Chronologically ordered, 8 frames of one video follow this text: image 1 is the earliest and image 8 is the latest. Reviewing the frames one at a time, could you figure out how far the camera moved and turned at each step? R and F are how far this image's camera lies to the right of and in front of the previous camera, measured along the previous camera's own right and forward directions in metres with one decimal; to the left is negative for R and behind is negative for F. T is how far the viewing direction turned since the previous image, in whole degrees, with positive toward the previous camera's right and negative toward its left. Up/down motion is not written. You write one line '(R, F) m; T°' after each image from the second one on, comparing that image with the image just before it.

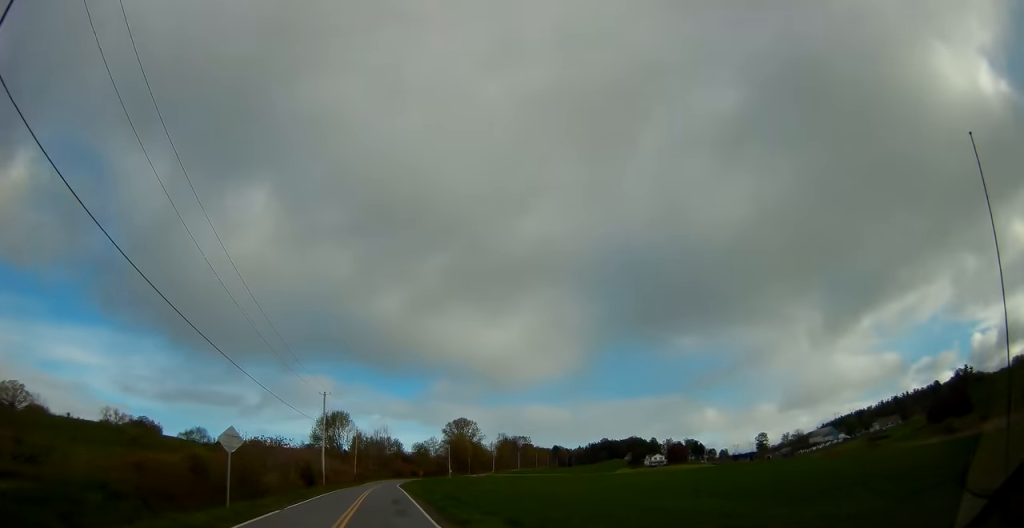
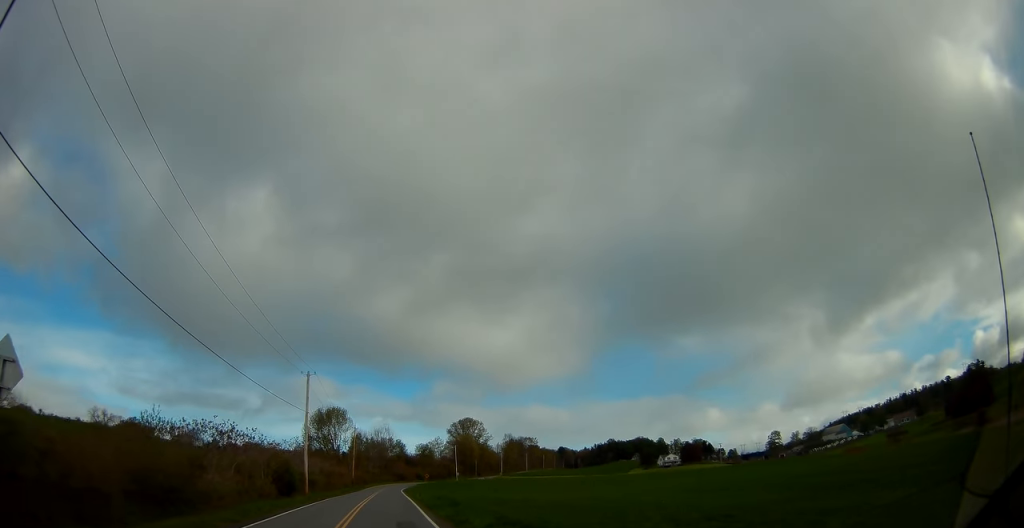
(+0.1, +13.7) m; 0°
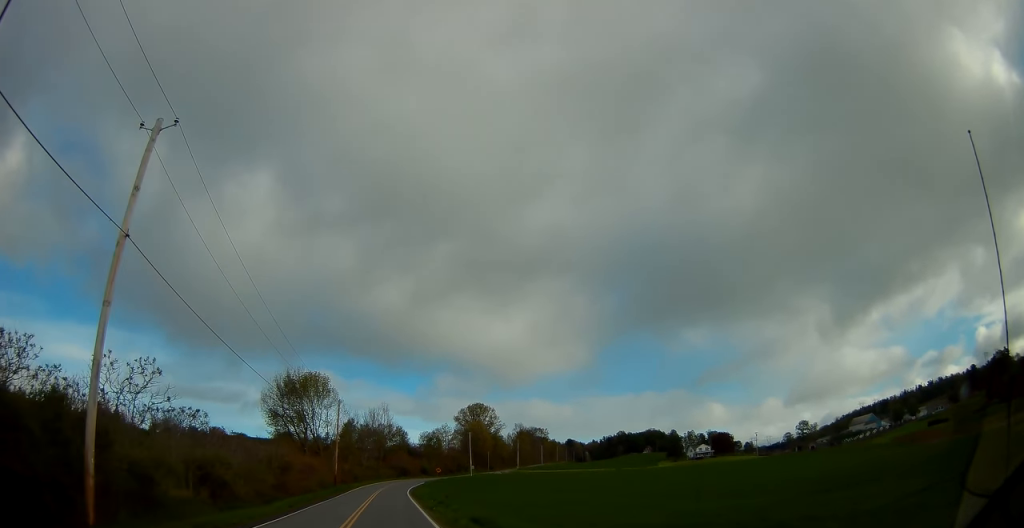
(-0.1, +34.0) m; 0°
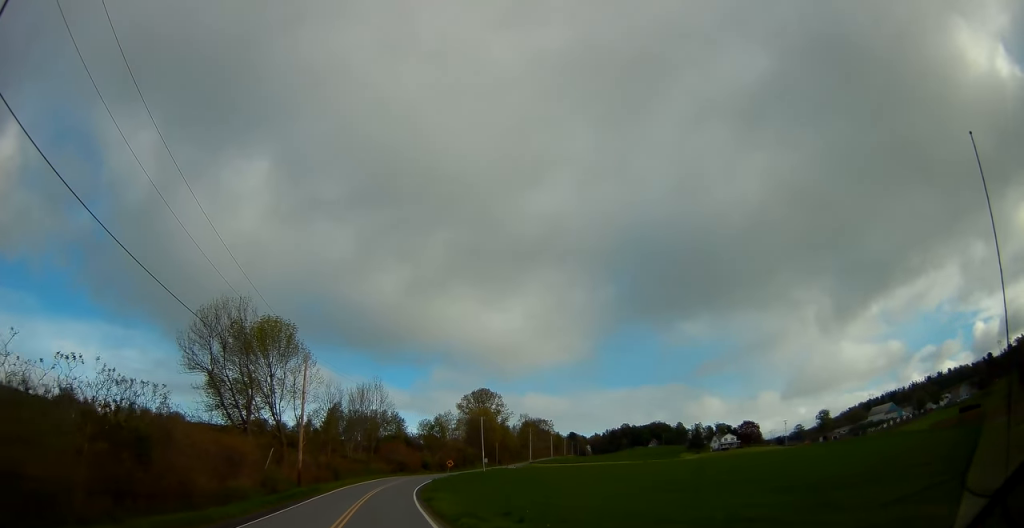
(+0.1, +27.0) m; 0°
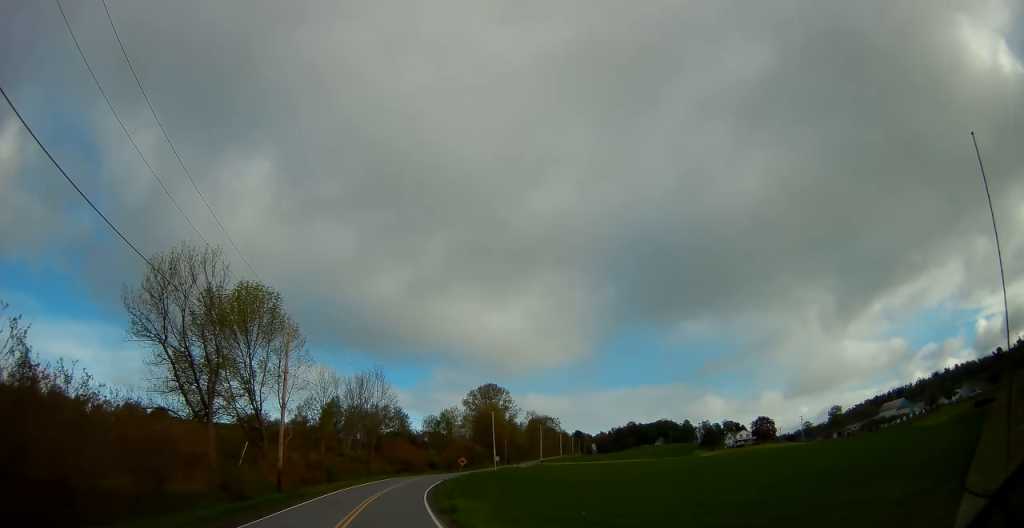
(0.0, +9.9) m; 0°
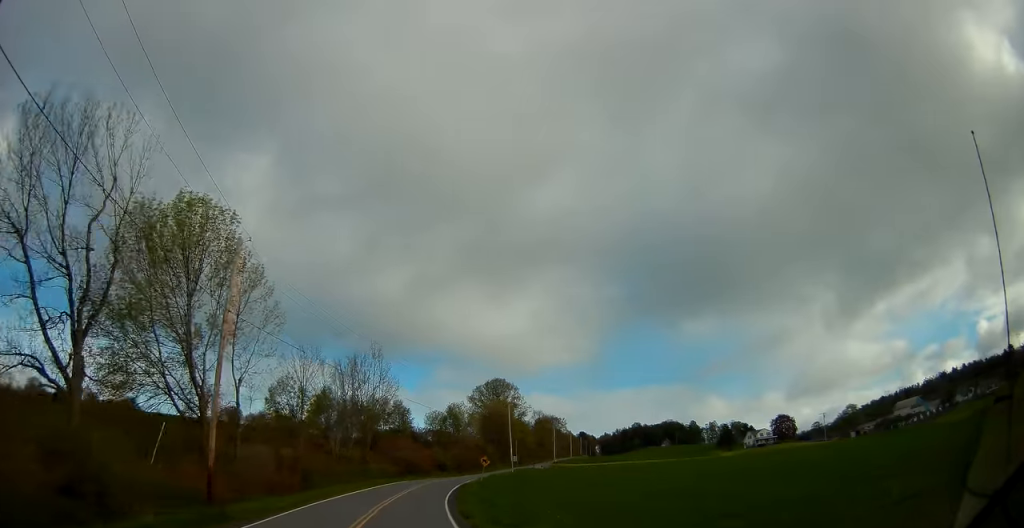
(0.0, +15.6) m; 0°
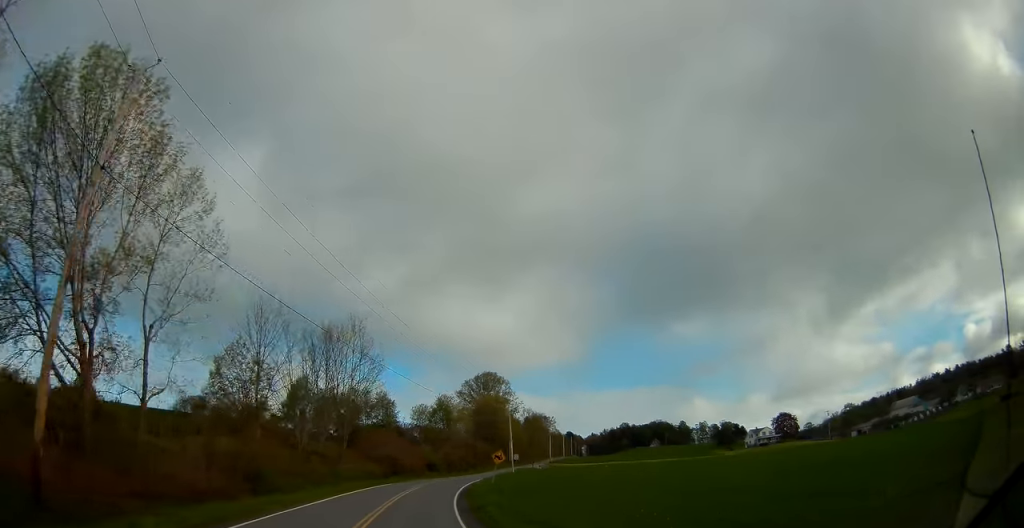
(0.0, +12.3) m; +1°
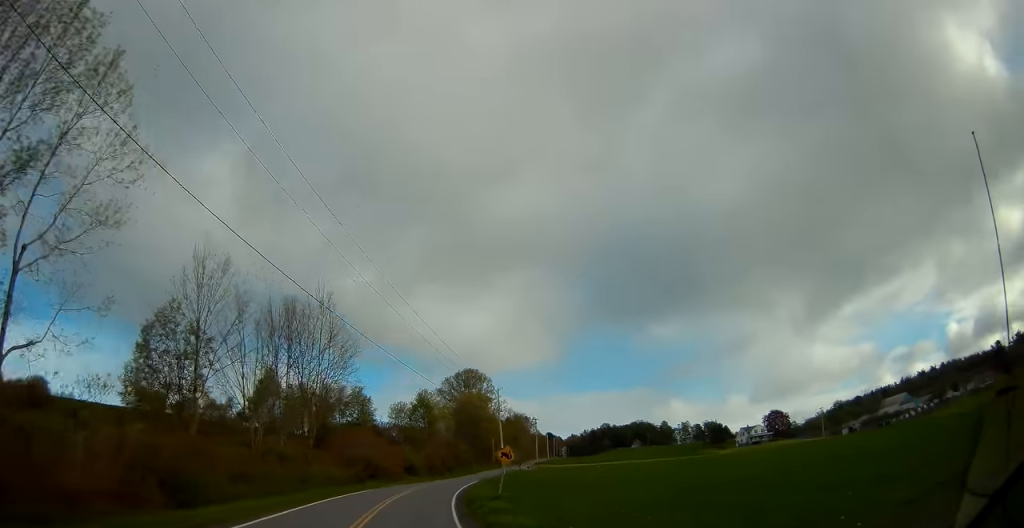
(-0.1, +8.9) m; +1°
